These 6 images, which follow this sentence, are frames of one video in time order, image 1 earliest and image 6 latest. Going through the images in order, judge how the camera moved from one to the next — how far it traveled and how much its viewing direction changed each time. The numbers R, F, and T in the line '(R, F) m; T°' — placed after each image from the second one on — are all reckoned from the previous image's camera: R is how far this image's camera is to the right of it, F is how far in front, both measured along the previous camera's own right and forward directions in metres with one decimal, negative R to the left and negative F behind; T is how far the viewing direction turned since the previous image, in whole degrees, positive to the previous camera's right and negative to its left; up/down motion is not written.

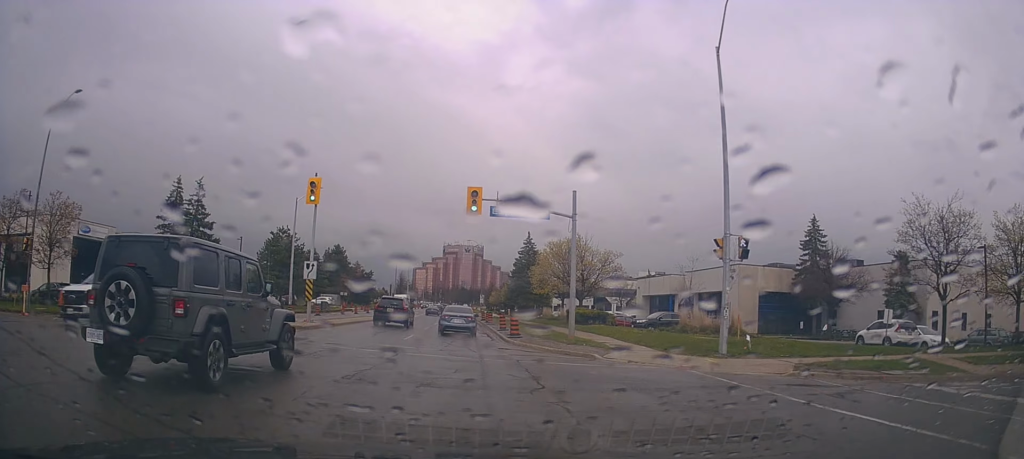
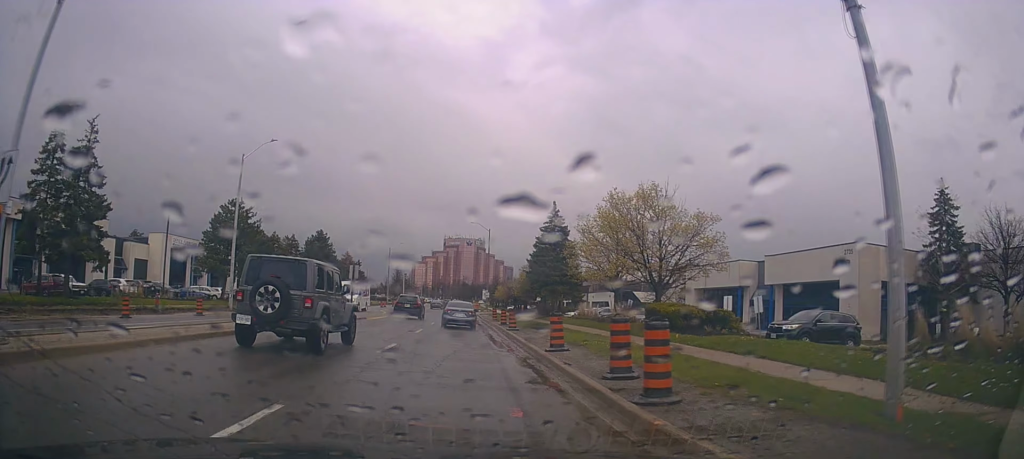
(+0.7, +17.5) m; -1°
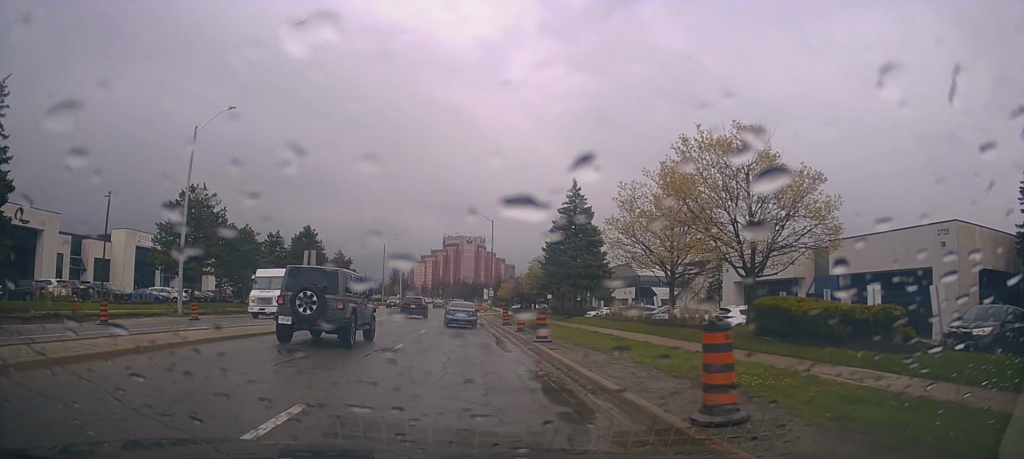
(-0.6, +9.6) m; -1°
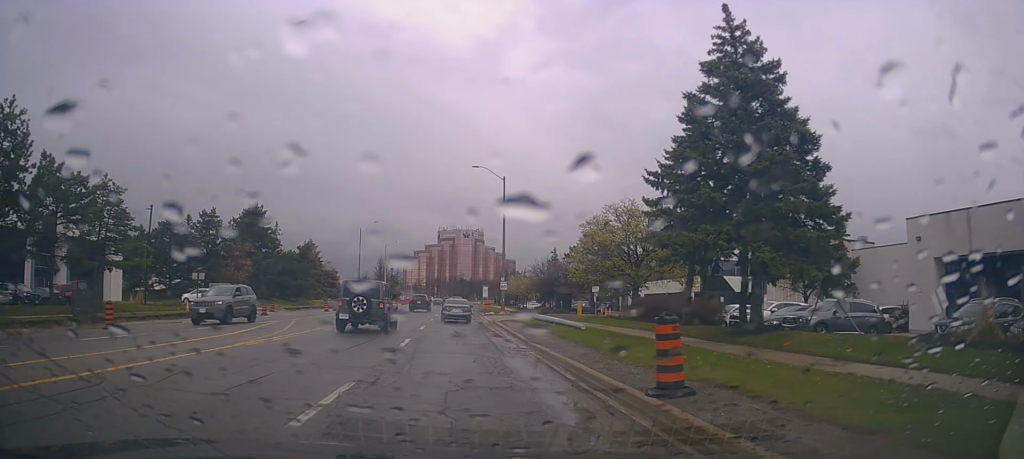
(+0.7, +27.3) m; +3°
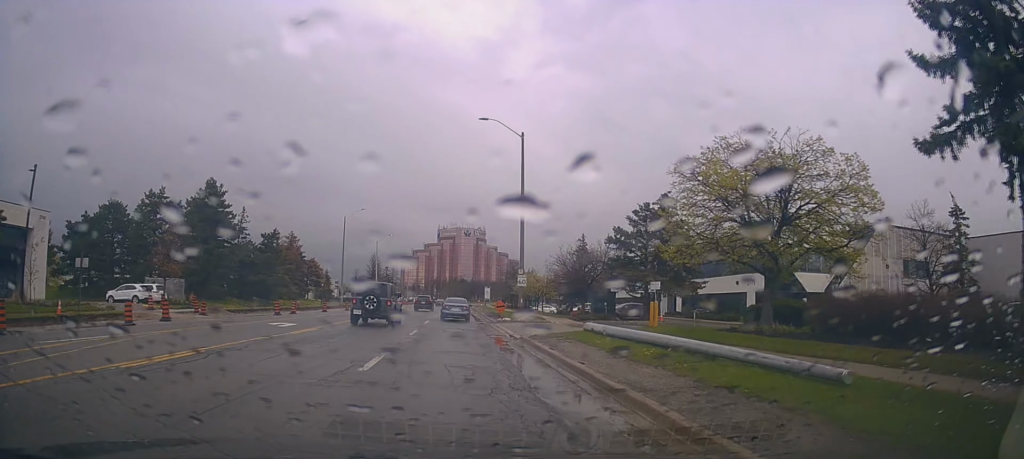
(+0.1, +15.2) m; 0°
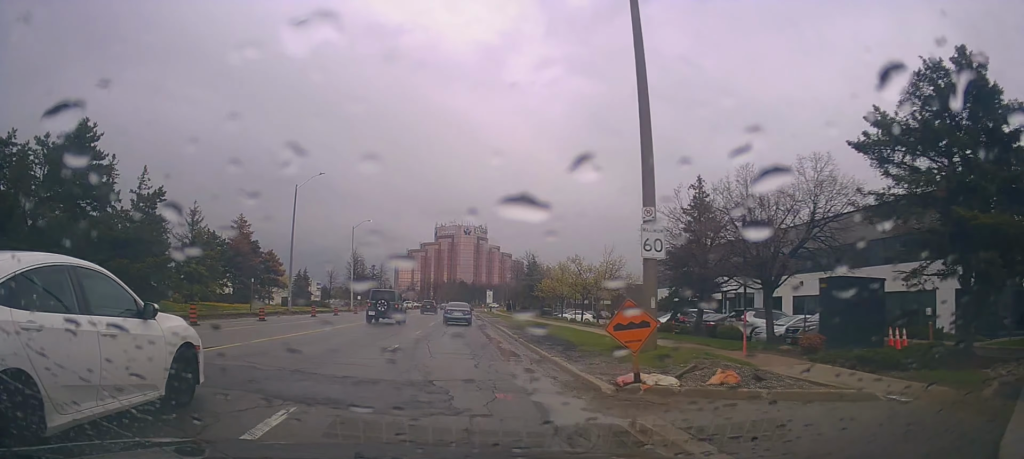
(-0.1, +26.7) m; +1°
